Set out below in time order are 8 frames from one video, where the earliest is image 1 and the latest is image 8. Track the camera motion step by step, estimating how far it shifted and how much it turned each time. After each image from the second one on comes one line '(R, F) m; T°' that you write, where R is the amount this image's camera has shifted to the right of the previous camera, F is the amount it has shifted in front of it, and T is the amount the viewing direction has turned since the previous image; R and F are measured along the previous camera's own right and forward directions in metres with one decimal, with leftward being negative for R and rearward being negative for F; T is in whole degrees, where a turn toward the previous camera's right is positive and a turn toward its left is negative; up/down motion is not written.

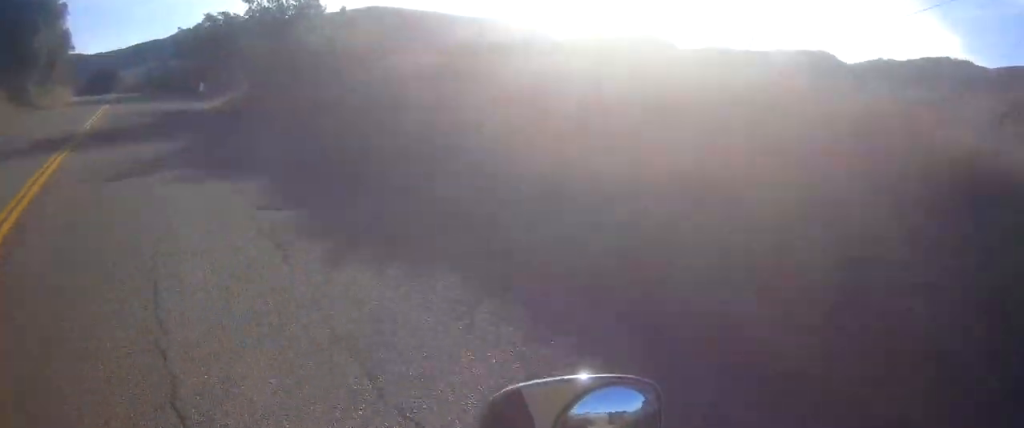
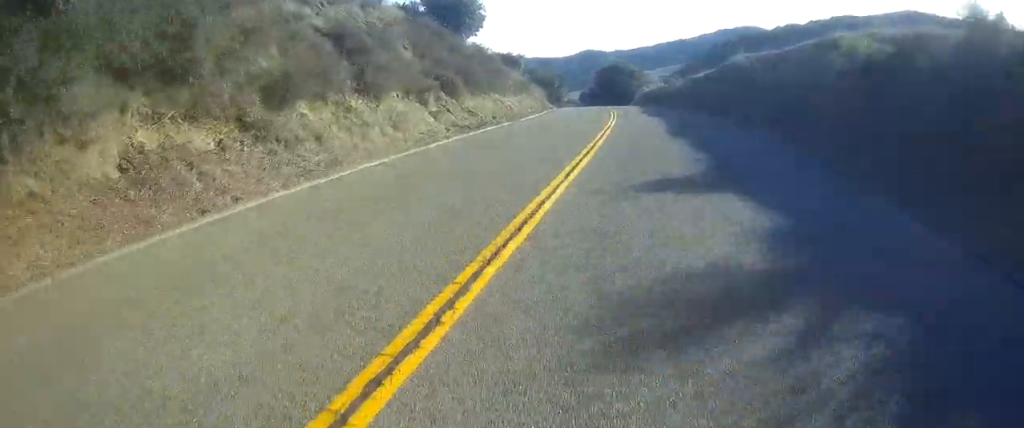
(-2.4, +52.4) m; -5°
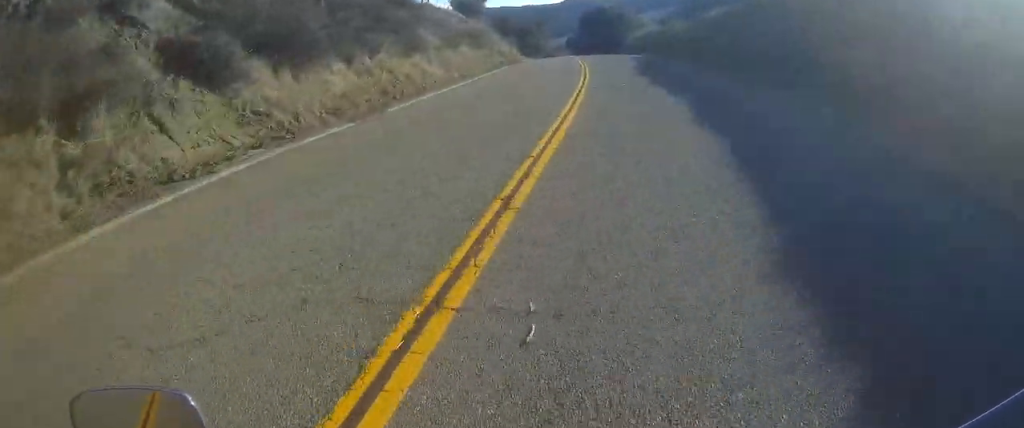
(-0.1, +18.5) m; 0°
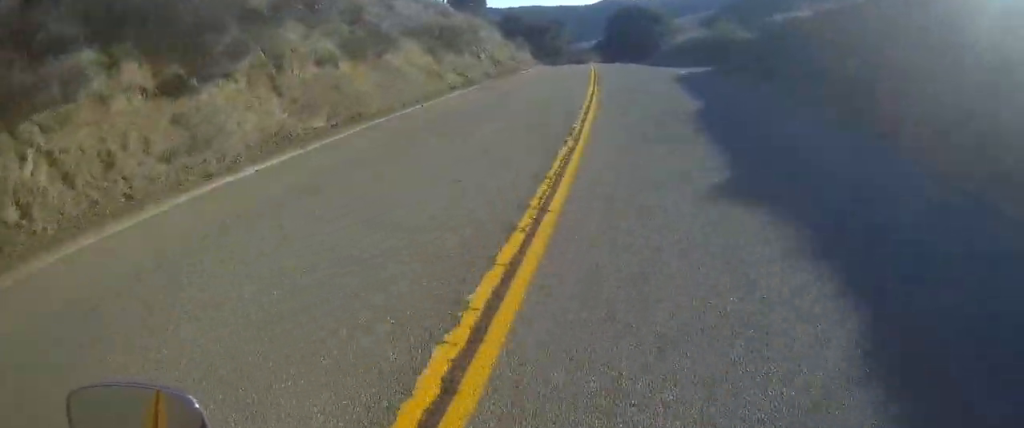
(0.0, +17.1) m; 0°
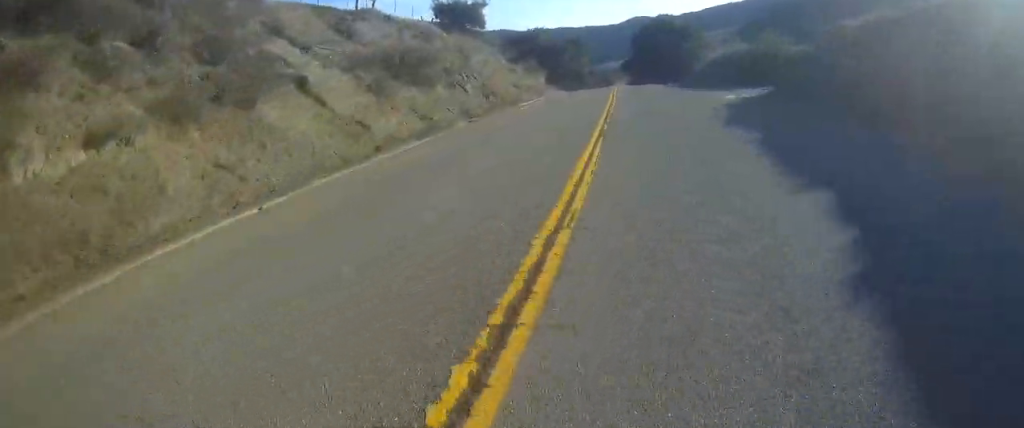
(0.0, +10.1) m; 0°
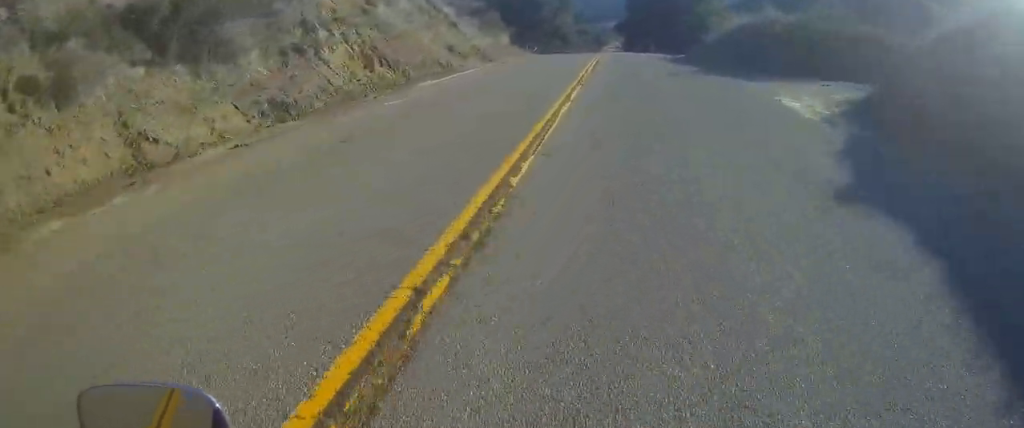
(0.0, +15.5) m; -2°
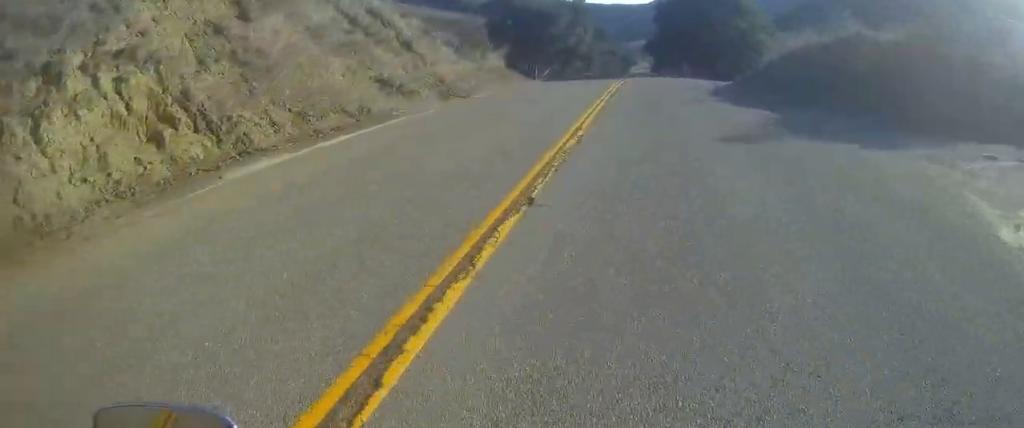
(-0.2, +12.0) m; -1°
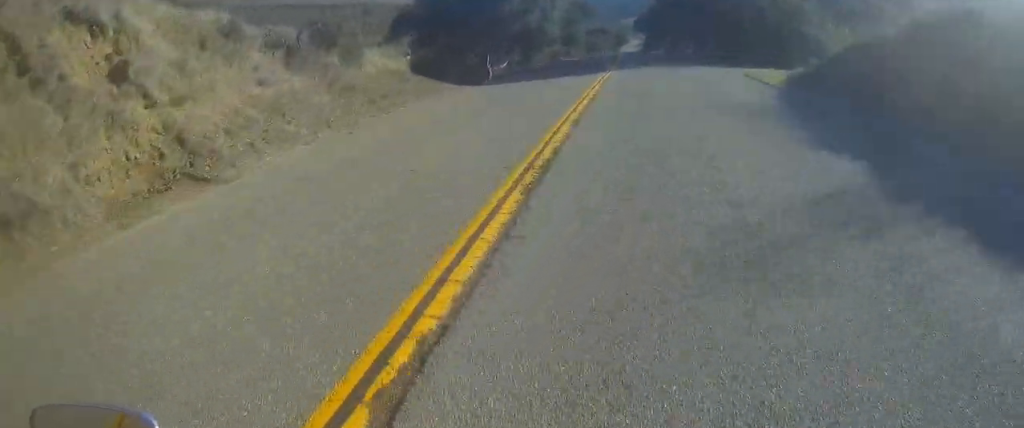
(-0.4, +16.1) m; -1°
